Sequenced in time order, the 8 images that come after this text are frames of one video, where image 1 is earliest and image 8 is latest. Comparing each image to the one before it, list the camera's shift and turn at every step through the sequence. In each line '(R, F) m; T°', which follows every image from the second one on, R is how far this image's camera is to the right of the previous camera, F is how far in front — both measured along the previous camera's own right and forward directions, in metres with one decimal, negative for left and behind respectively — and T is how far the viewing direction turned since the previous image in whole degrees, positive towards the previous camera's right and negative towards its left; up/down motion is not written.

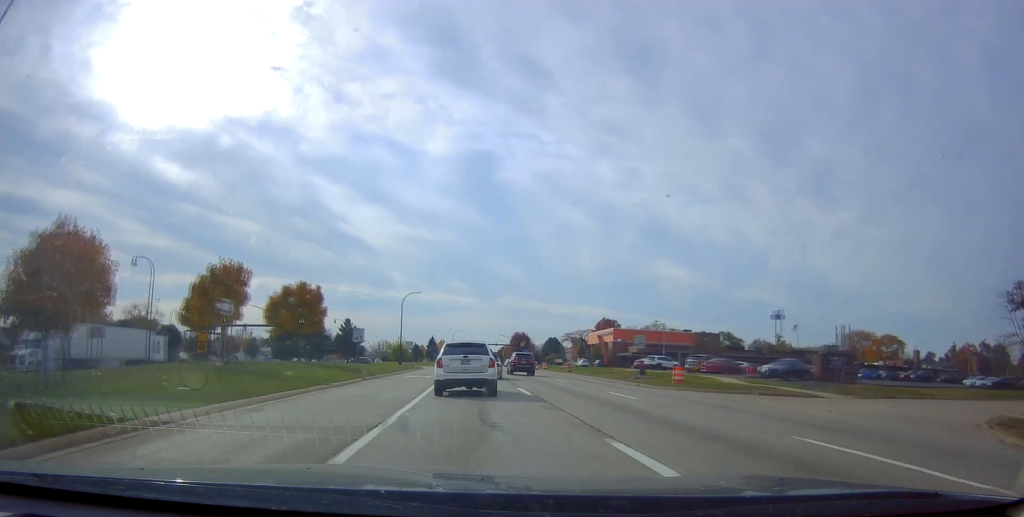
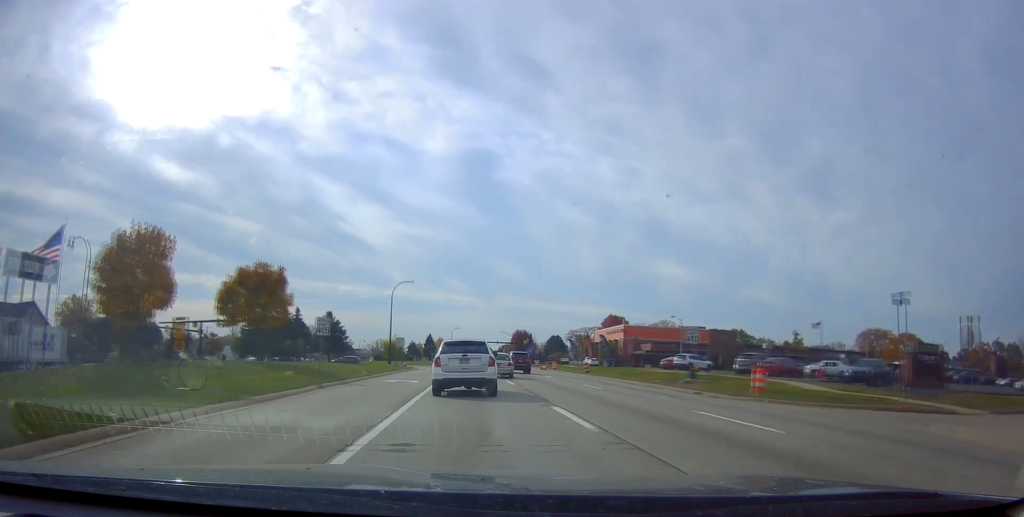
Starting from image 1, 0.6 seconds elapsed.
(+0.2, +9.6) m; 0°
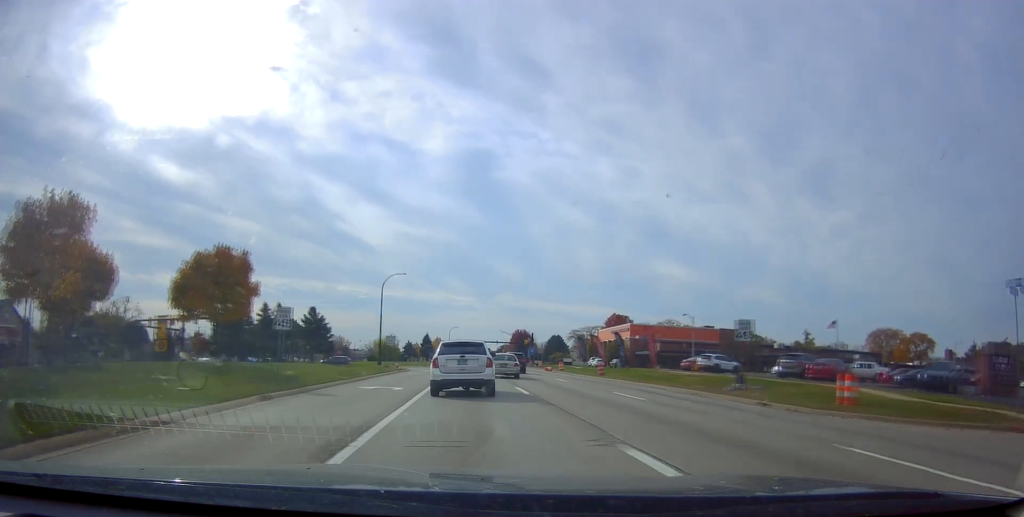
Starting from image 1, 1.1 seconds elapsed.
(+0.1, +6.4) m; -1°
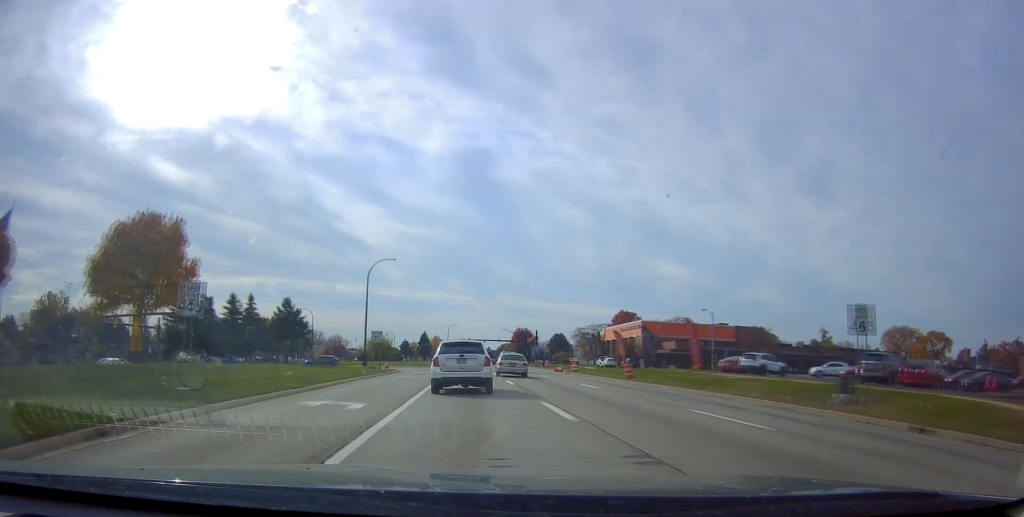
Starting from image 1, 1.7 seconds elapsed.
(-0.2, +8.6) m; -1°
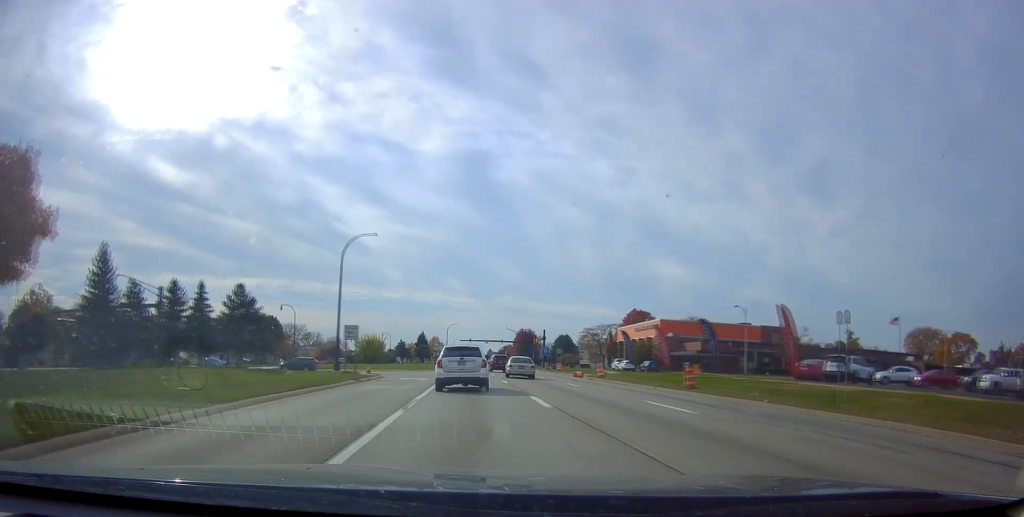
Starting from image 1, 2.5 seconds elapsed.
(-0.4, +11.5) m; 0°
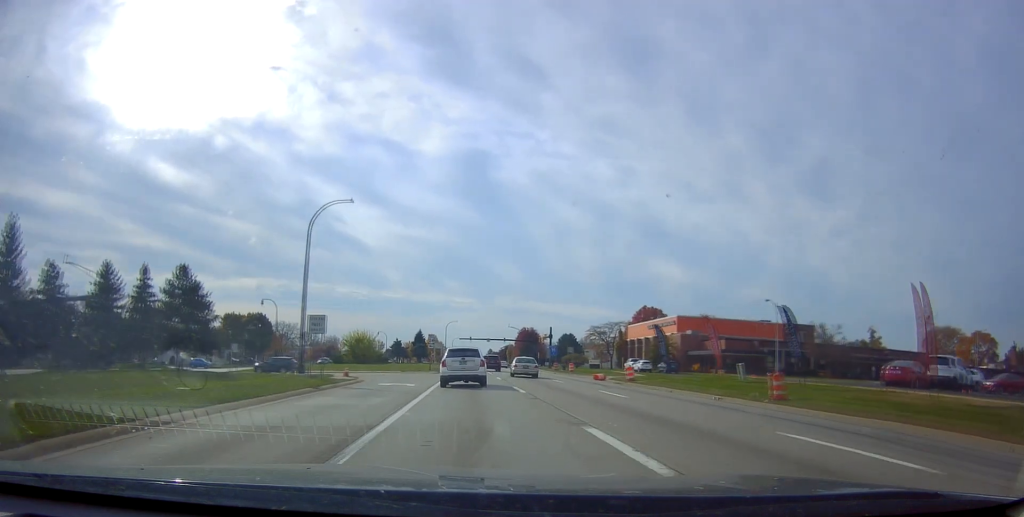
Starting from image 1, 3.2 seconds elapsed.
(+0.4, +8.9) m; +2°
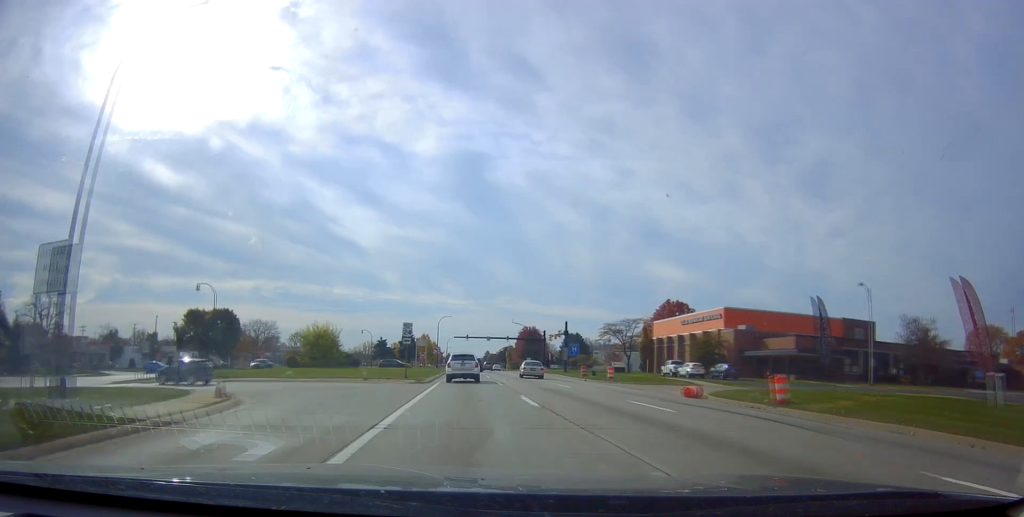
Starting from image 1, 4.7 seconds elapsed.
(+0.2, +19.8) m; +1°
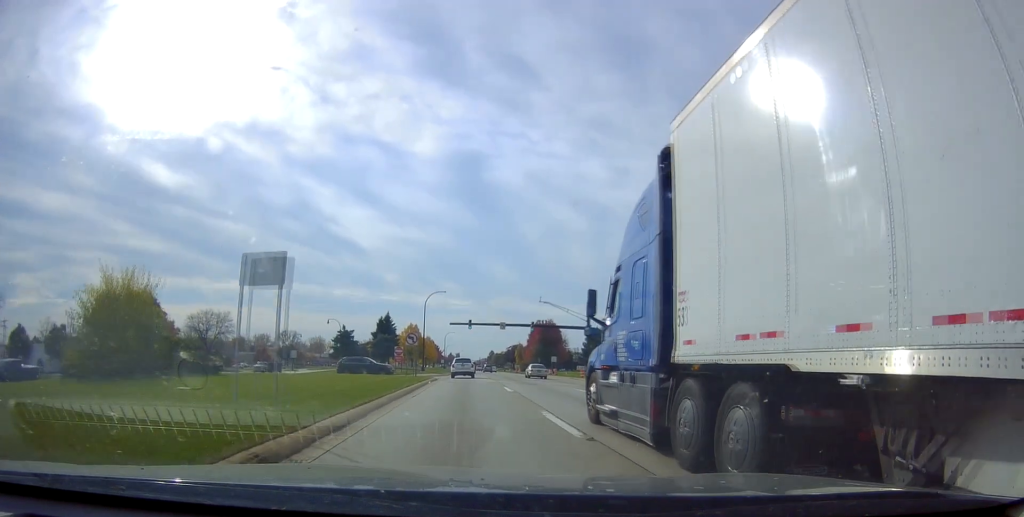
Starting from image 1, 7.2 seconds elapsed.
(-0.7, +37.0) m; -2°
